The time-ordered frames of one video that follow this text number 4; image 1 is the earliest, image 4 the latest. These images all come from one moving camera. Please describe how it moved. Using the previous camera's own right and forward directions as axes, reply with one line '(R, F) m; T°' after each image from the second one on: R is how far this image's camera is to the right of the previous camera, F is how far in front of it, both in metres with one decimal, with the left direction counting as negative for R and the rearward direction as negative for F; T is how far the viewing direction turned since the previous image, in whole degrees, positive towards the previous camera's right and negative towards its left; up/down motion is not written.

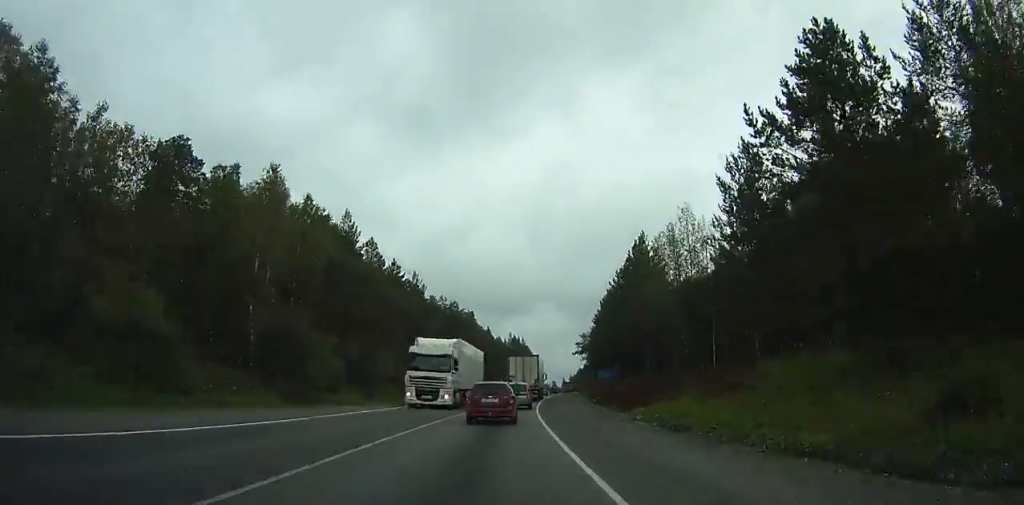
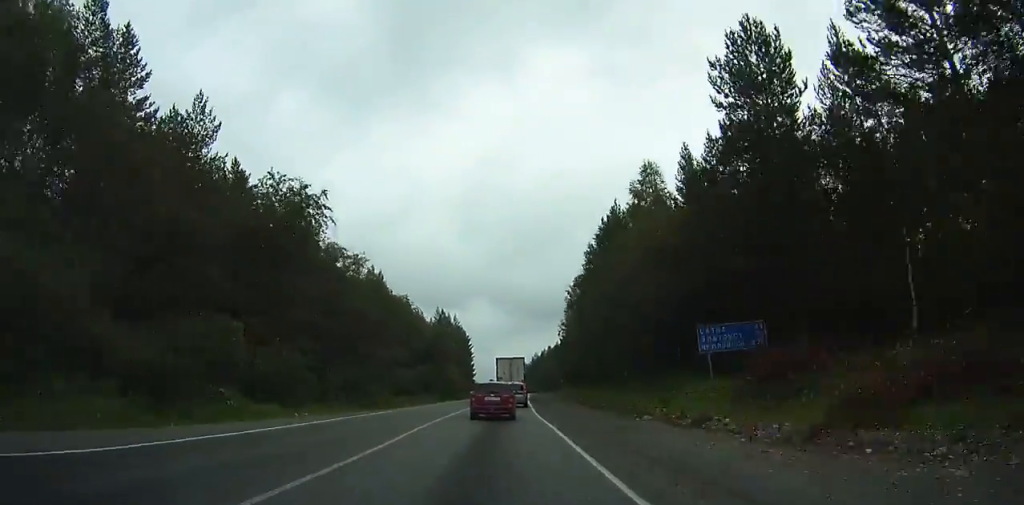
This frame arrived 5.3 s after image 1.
(+2.8, +60.3) m; +6°
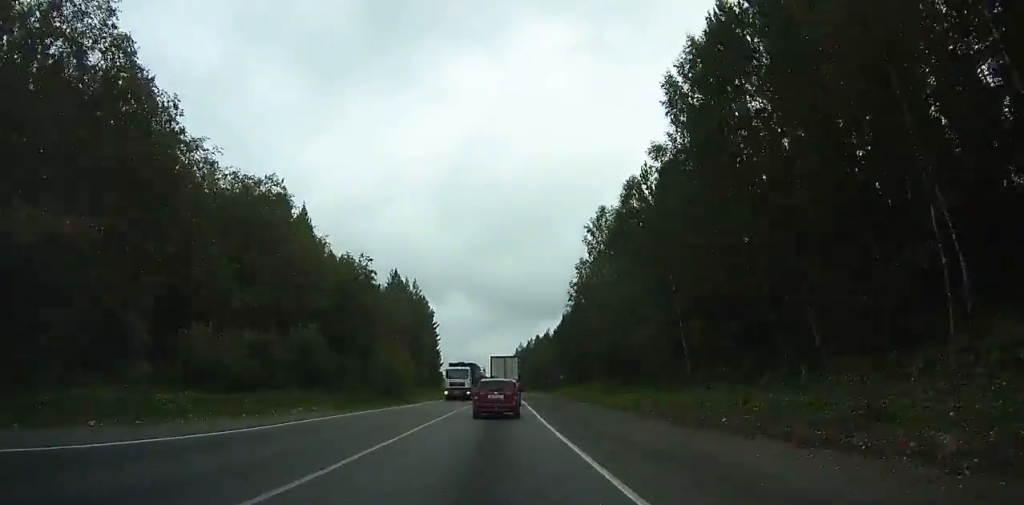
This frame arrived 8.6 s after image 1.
(+1.5, +38.8) m; +2°
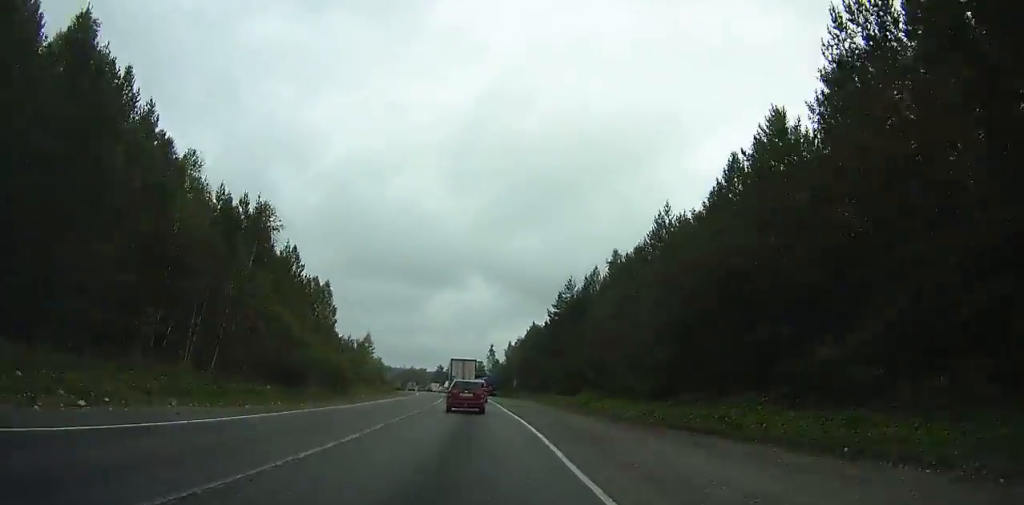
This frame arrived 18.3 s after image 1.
(+1.5, +118.6) m; -2°
